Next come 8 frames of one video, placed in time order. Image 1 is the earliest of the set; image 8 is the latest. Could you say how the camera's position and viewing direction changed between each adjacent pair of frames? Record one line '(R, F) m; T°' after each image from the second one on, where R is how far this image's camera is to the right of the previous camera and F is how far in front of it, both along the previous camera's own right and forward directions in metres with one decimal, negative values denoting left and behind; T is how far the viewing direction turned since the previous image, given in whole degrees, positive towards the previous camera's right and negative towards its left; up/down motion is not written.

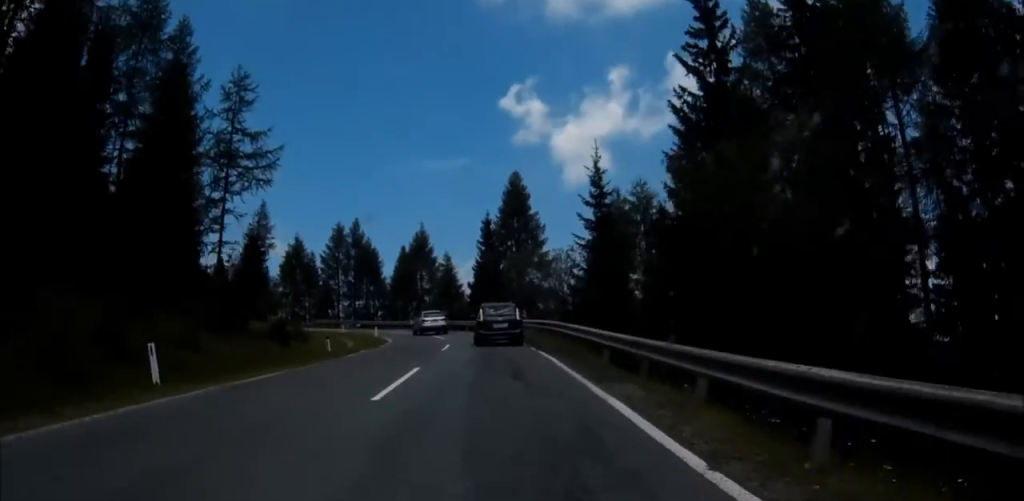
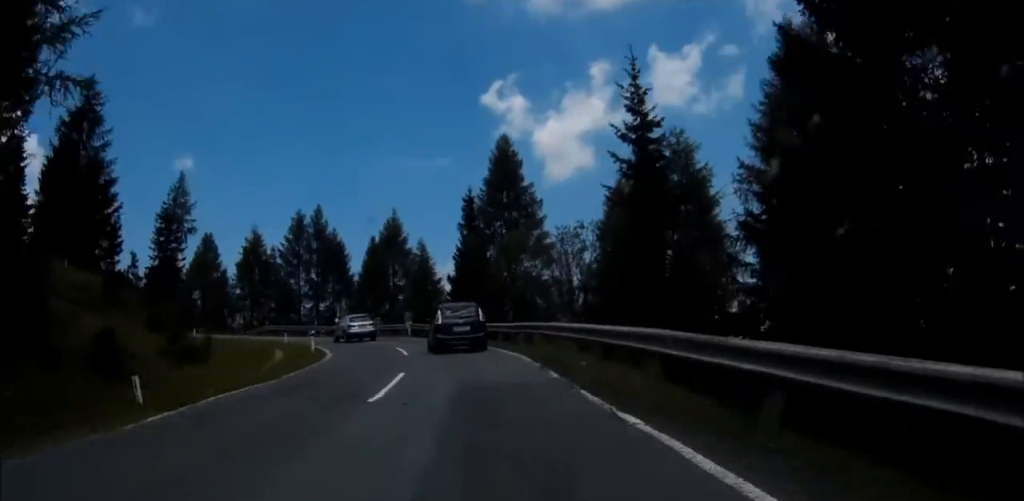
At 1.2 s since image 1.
(+0.7, +14.0) m; +1°
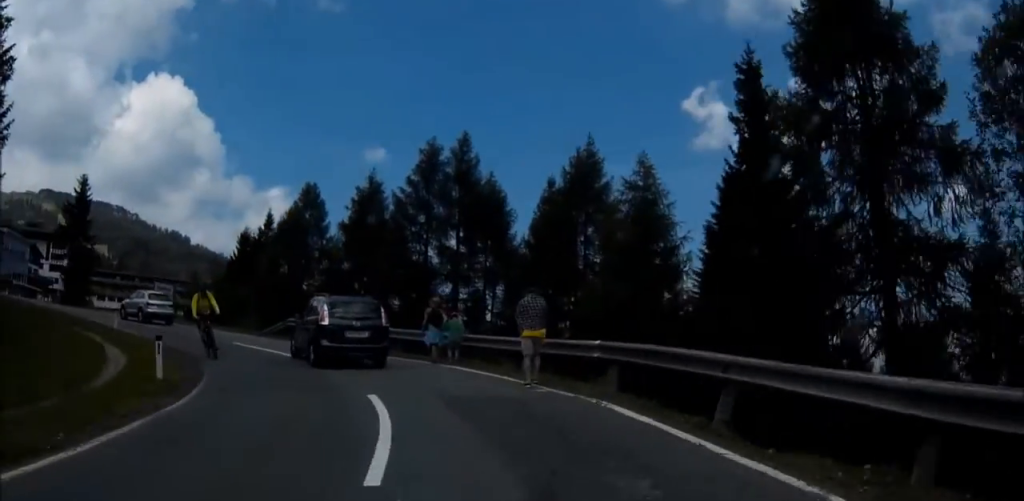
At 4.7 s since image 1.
(-4.2, +34.6) m; -21°
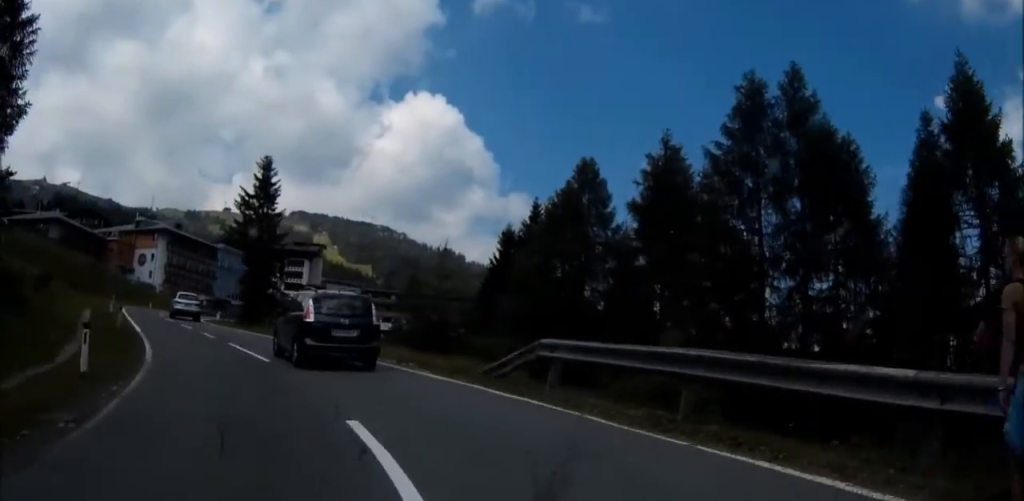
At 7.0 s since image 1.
(-3.6, +19.2) m; -23°
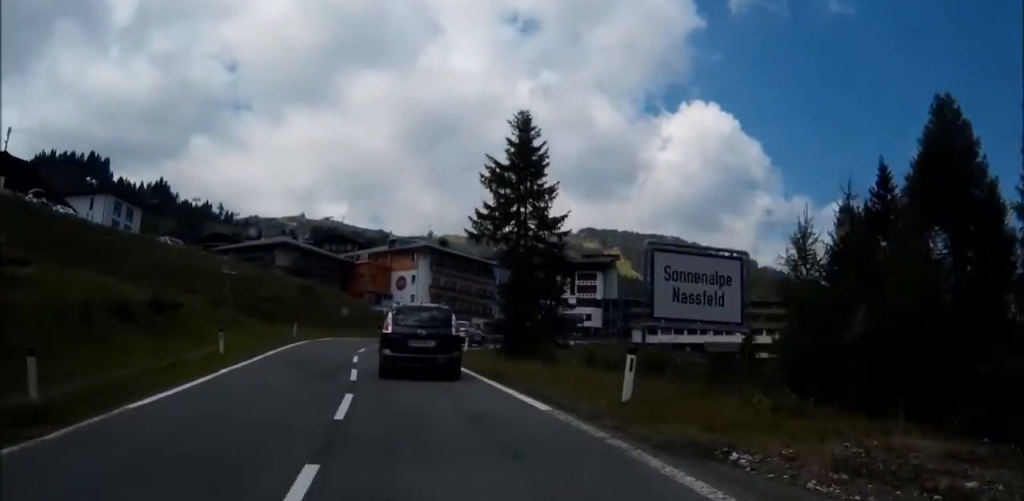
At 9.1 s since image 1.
(-3.2, +17.5) m; -15°
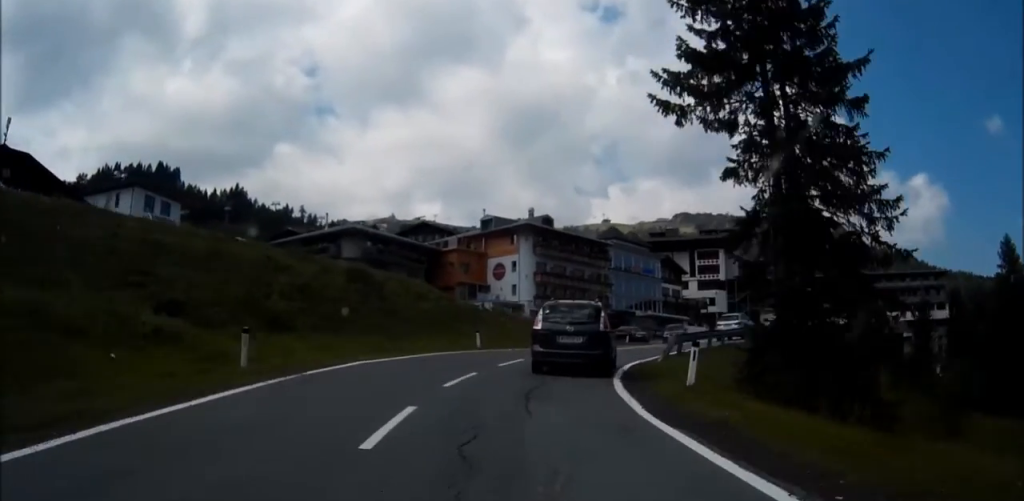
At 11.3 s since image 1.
(-1.4, +20.0) m; +2°
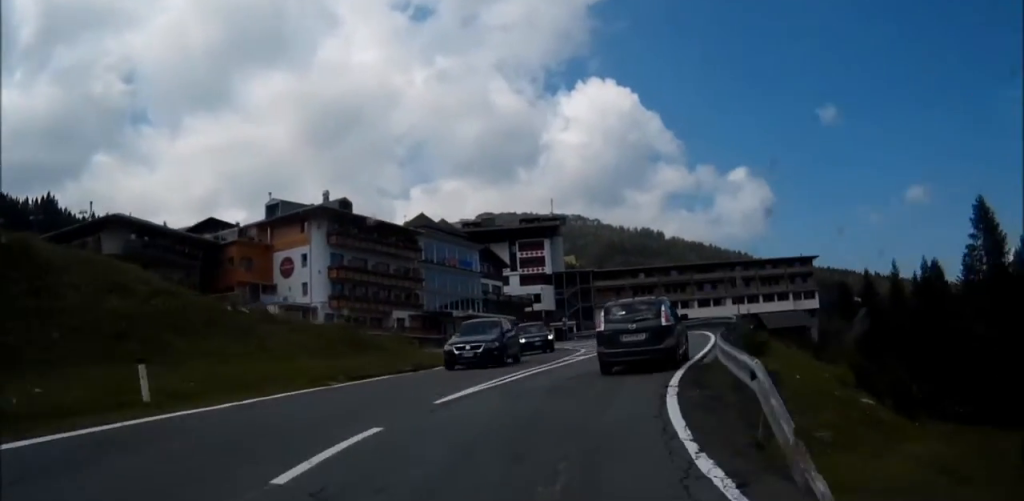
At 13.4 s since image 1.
(+2.2, +18.0) m; +15°
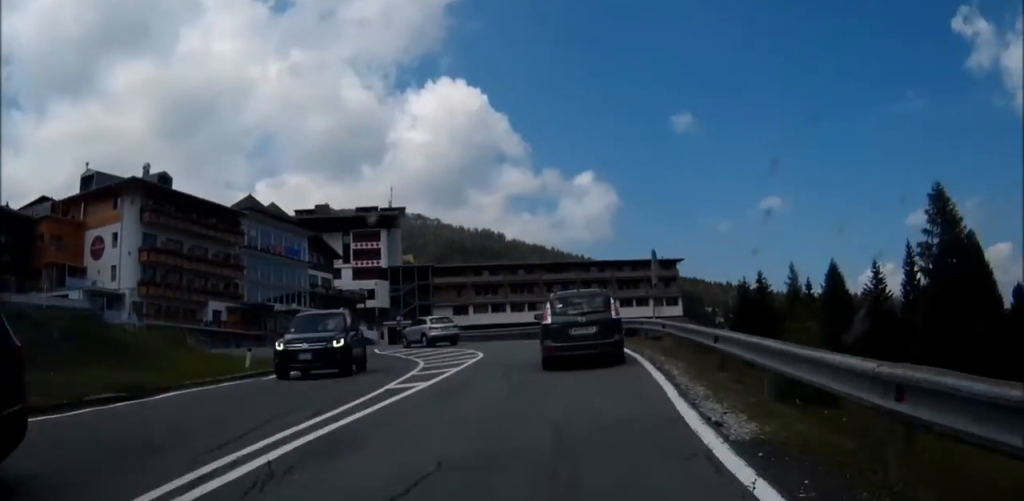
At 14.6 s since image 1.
(+1.4, +10.0) m; +5°
